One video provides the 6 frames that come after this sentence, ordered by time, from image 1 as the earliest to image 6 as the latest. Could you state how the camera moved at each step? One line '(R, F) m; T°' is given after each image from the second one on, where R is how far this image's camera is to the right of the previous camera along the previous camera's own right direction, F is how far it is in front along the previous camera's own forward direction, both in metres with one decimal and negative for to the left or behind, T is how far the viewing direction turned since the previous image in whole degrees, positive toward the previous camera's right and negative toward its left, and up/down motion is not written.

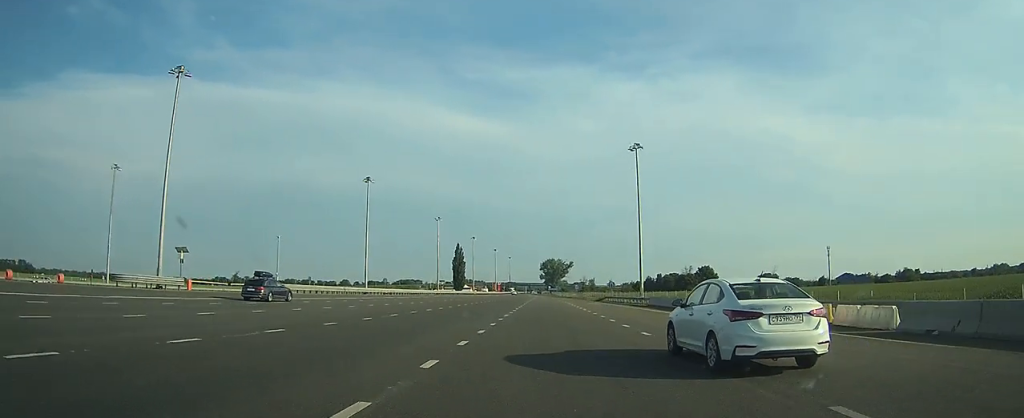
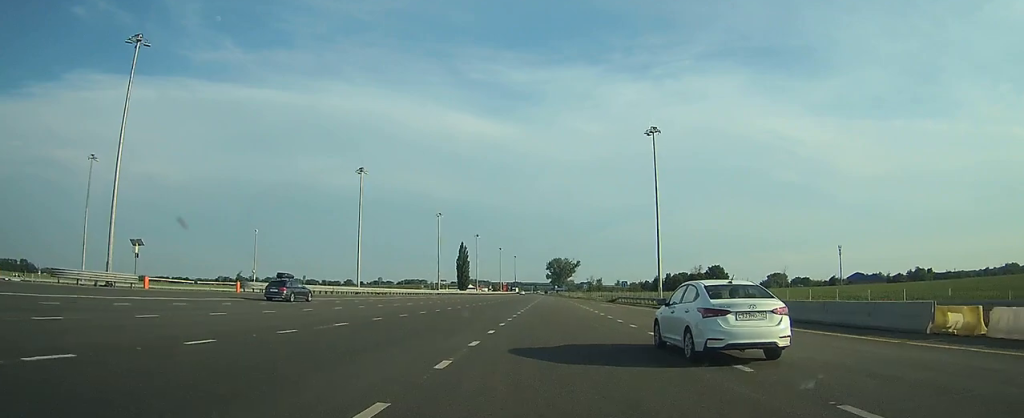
(-0.8, +6.9) m; -3°
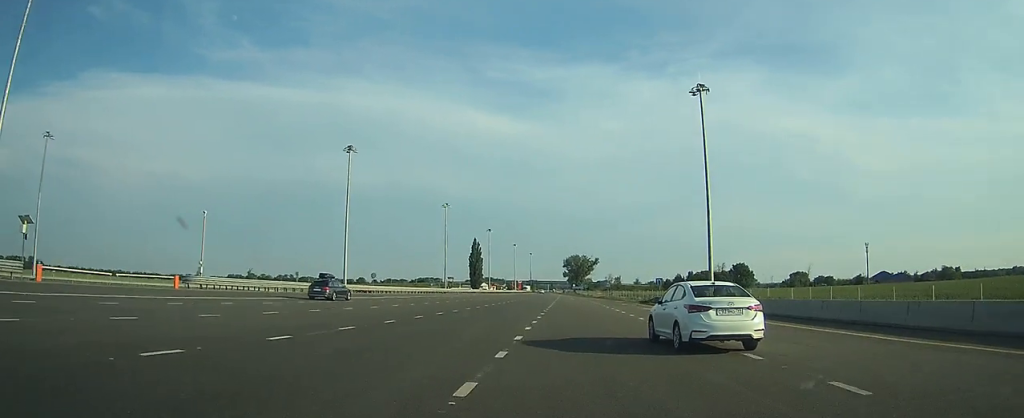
(-0.2, +13.2) m; -1°
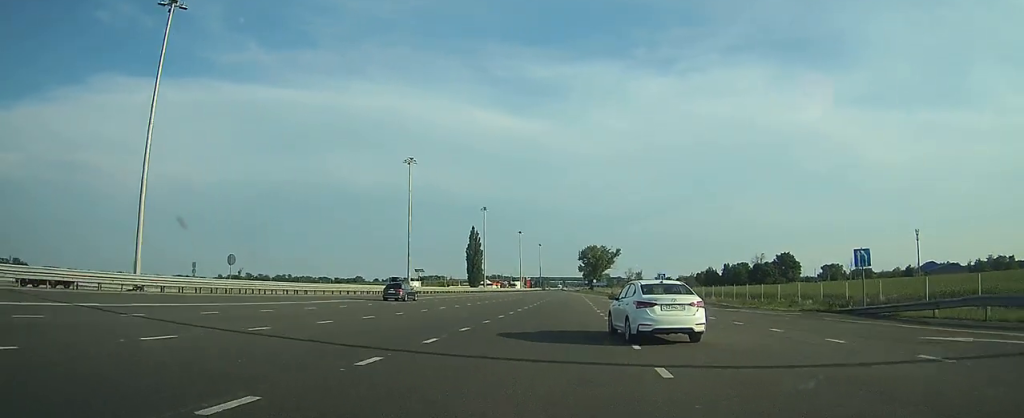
(+0.3, +46.3) m; 0°
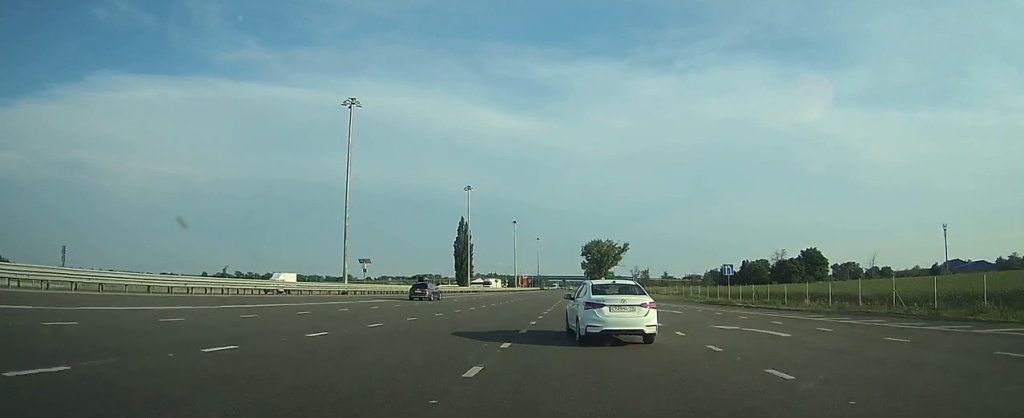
(0.0, +29.2) m; -1°
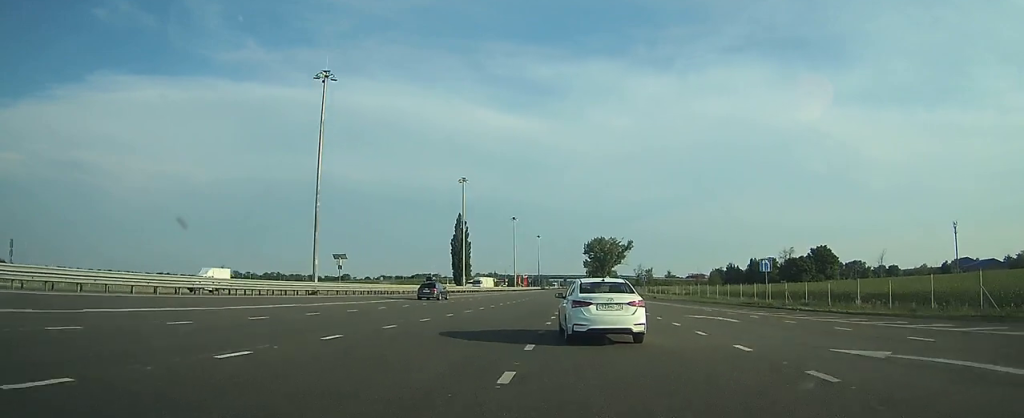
(+0.1, +8.6) m; -1°
